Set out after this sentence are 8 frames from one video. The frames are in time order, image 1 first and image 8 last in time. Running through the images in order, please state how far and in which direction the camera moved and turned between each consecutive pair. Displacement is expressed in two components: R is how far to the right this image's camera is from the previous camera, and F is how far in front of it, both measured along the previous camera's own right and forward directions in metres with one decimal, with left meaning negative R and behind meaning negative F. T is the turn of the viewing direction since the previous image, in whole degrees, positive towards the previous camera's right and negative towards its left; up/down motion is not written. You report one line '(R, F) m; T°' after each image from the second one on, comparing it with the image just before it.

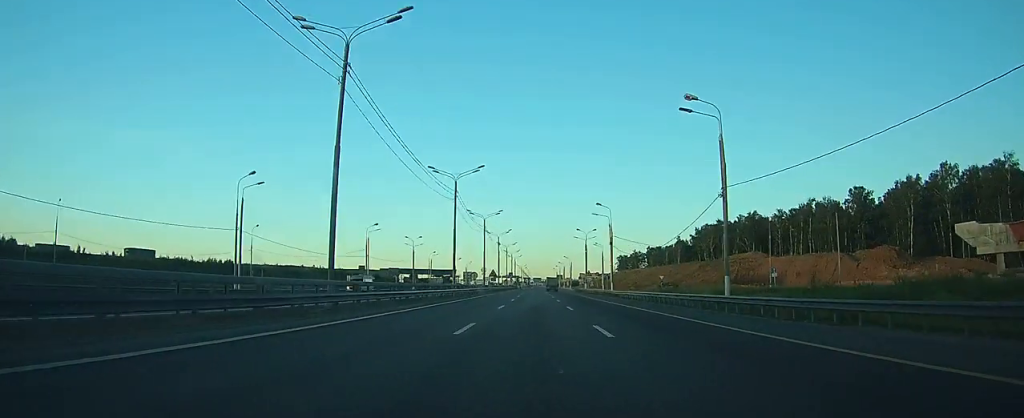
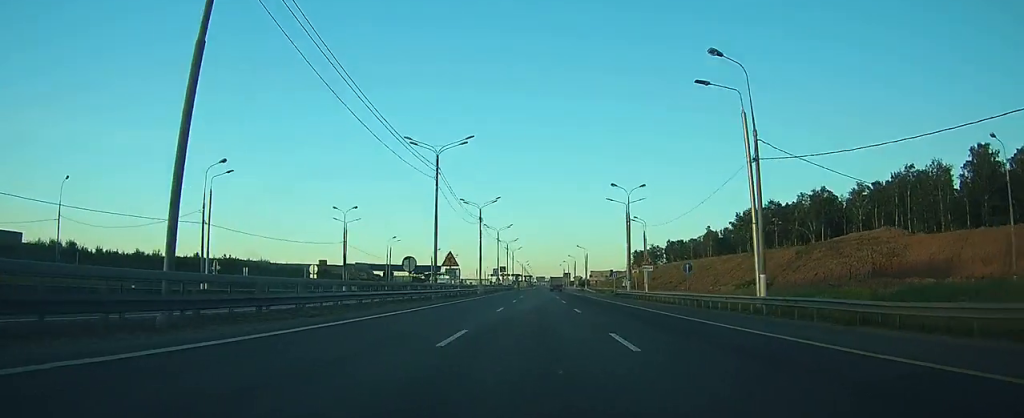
(-0.4, +52.2) m; -1°
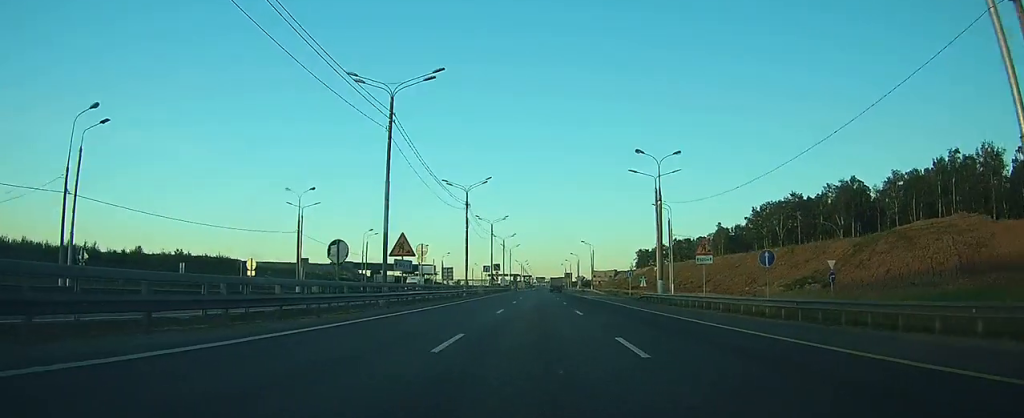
(0.0, +17.2) m; 0°
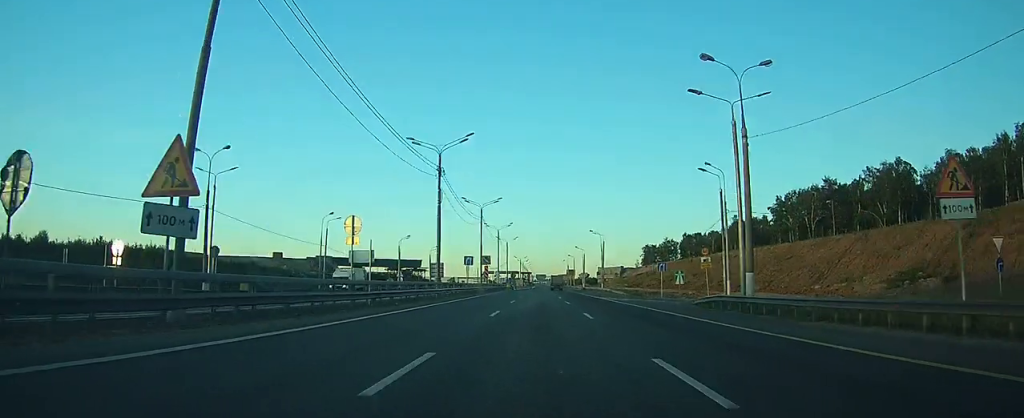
(0.0, +21.1) m; 0°
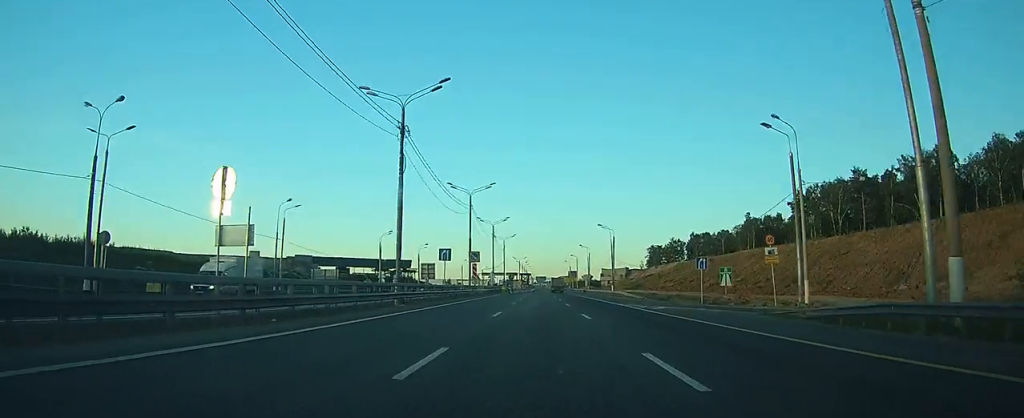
(0.0, +15.2) m; 0°
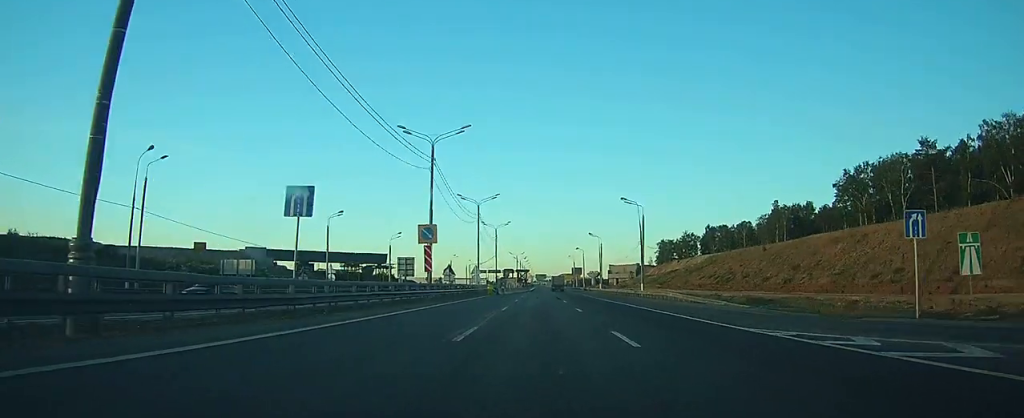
(-0.1, +27.7) m; 0°
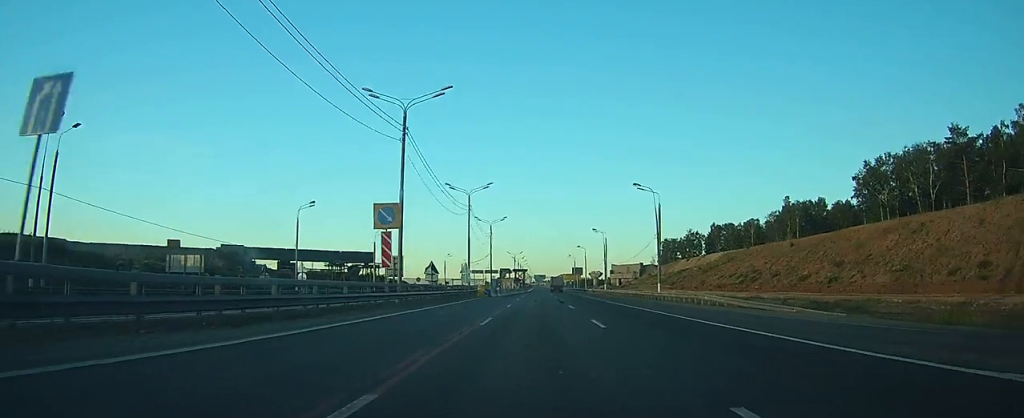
(0.0, +10.2) m; 0°
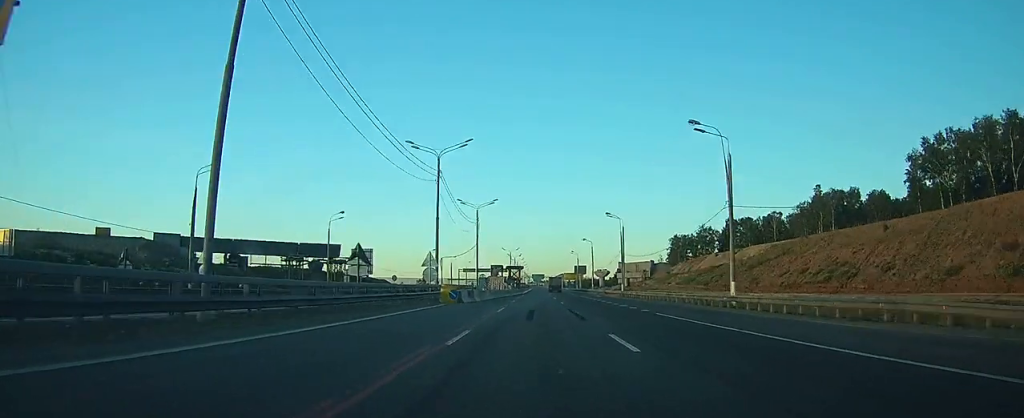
(0.0, +22.5) m; 0°
